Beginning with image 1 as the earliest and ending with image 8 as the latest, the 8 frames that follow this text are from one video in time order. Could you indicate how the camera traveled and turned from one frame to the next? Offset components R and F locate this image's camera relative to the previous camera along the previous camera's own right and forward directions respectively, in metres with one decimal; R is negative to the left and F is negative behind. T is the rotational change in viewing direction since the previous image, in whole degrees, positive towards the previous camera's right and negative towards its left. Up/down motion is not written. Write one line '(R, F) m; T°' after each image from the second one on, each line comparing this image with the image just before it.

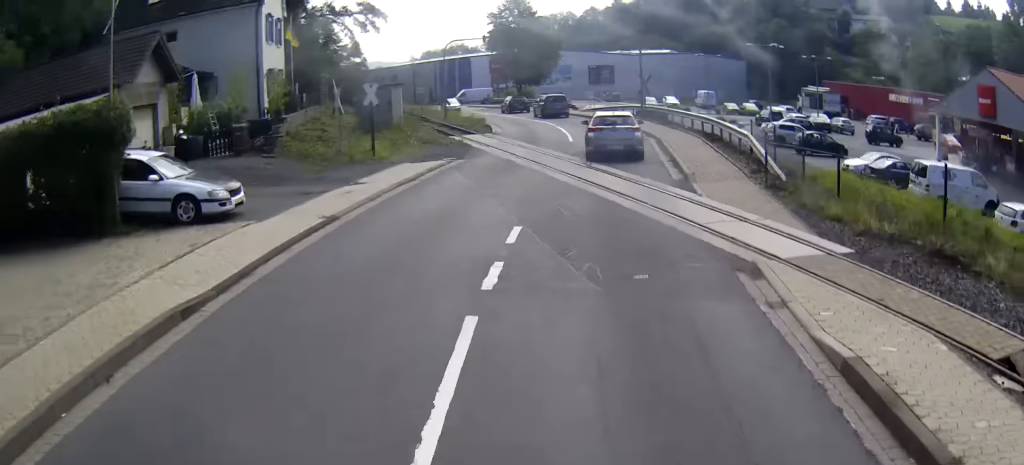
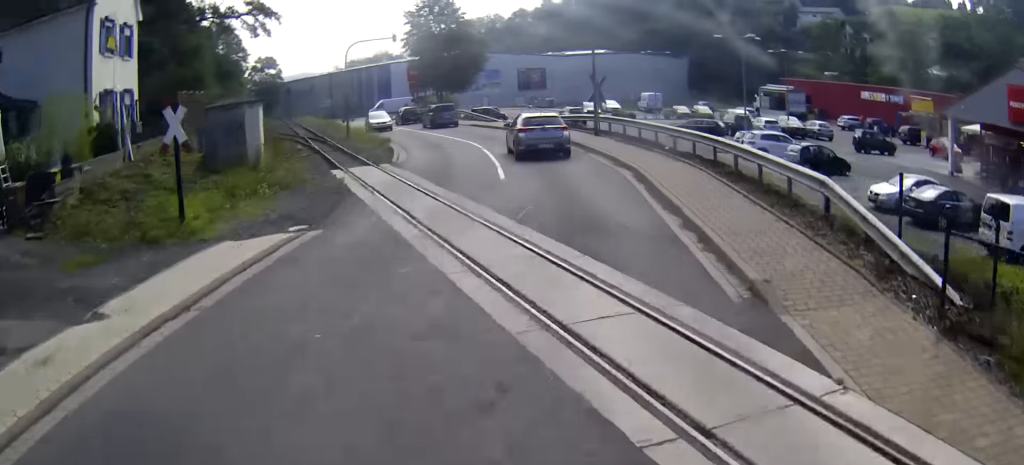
(+0.6, +10.4) m; +6°
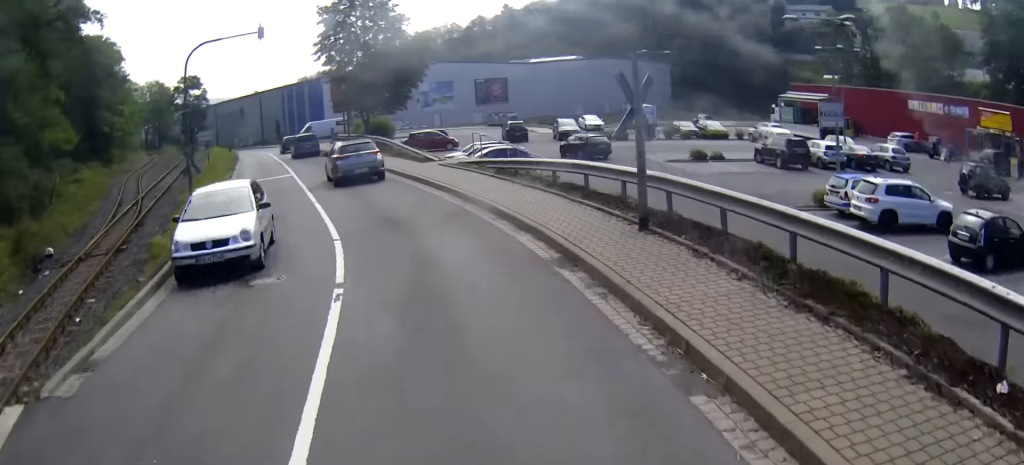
(+0.9, +18.8) m; +1°
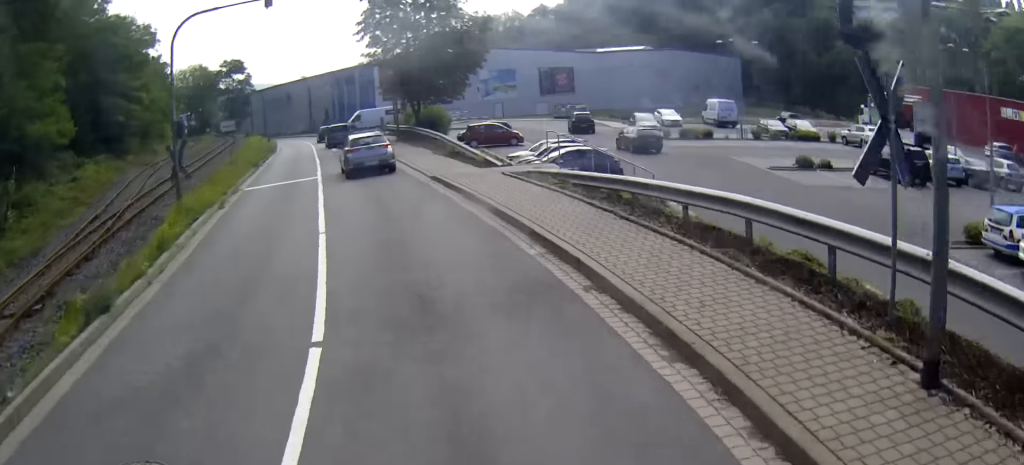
(-0.2, +6.5) m; -5°
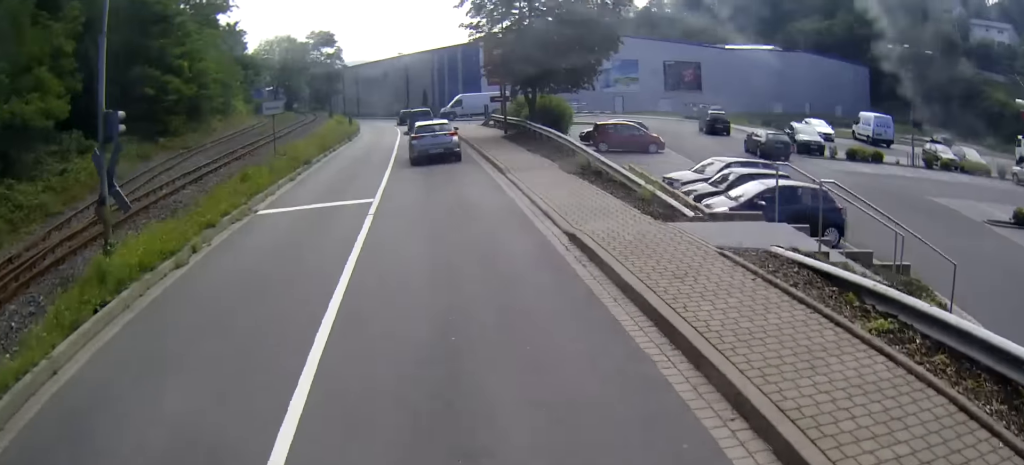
(-0.7, +10.3) m; -7°
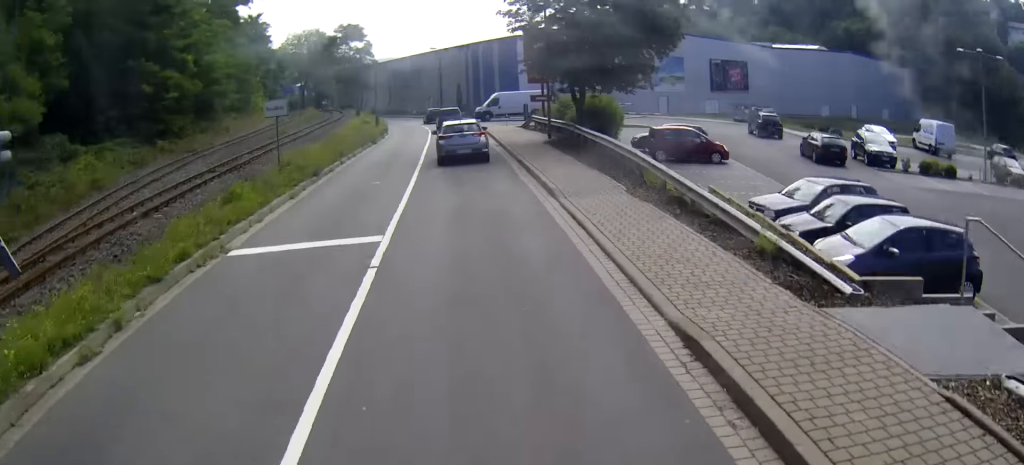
(-0.1, +4.4) m; -3°
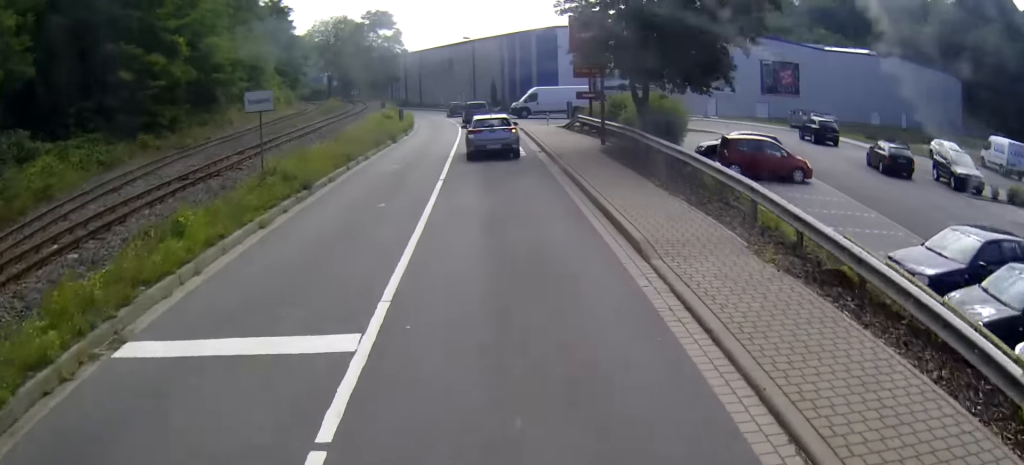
(-0.2, +5.5) m; -2°
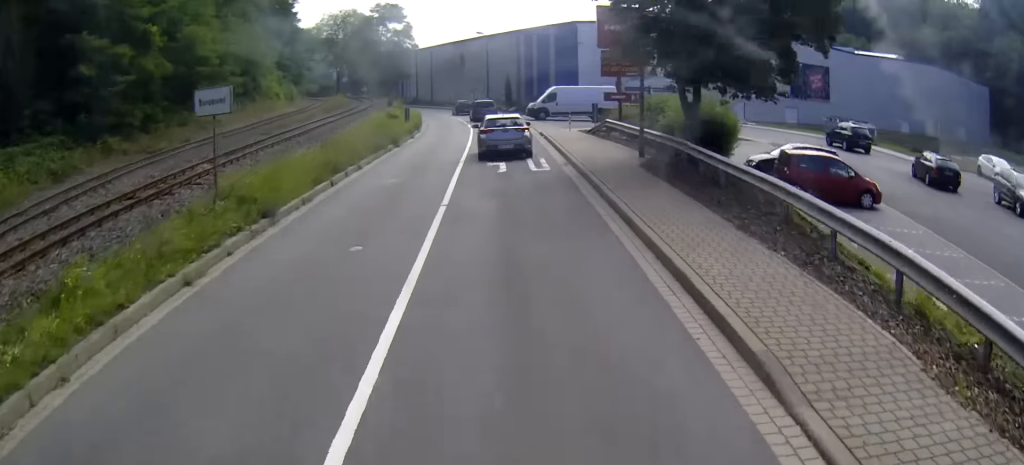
(-0.1, +4.6) m; -2°
